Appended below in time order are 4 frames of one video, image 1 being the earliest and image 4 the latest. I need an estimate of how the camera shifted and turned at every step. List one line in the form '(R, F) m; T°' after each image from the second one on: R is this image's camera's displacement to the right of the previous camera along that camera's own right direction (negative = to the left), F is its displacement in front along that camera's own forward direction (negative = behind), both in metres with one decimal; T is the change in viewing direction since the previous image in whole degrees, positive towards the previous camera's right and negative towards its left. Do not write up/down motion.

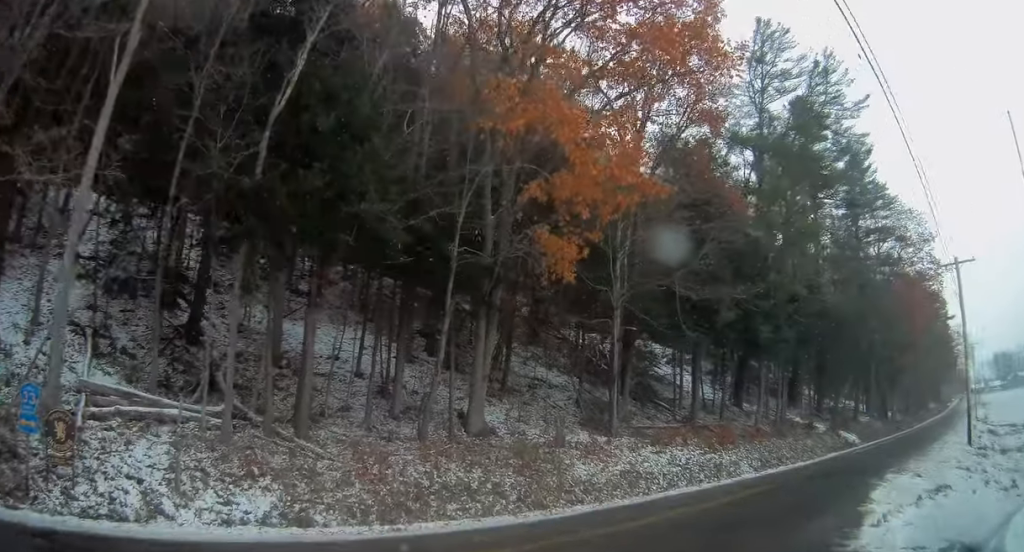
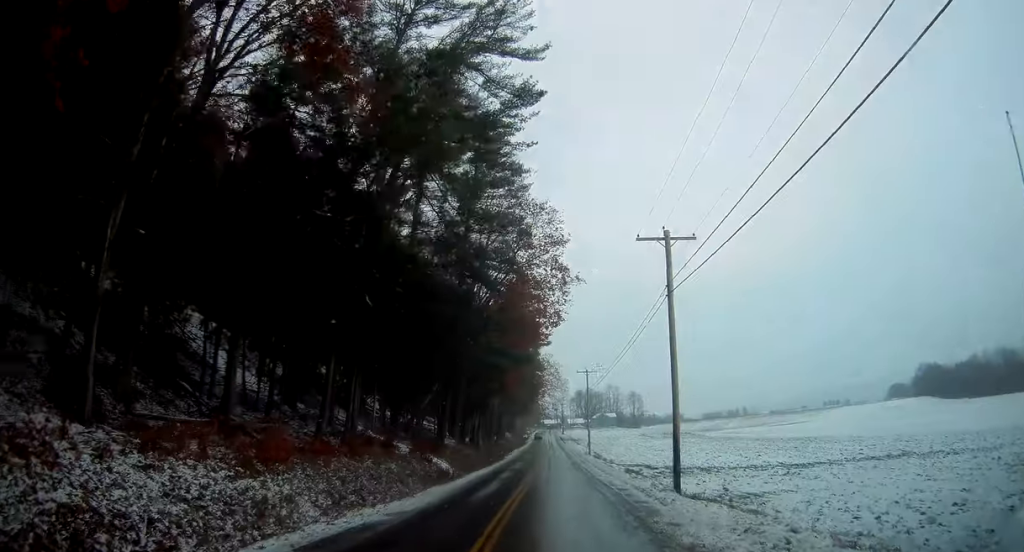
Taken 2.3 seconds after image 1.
(+4.8, +11.5) m; +40°
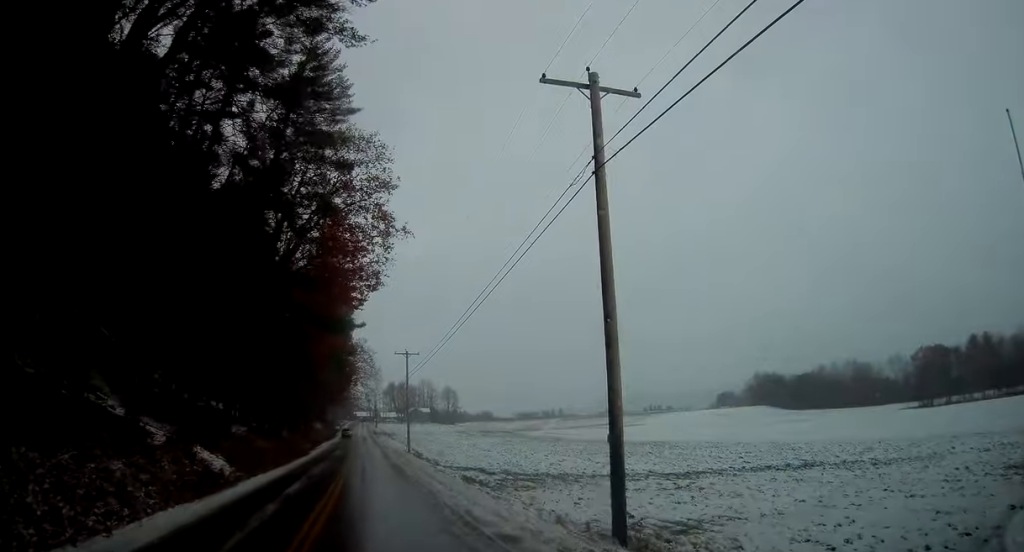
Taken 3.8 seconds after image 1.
(+1.5, +12.6) m; +8°
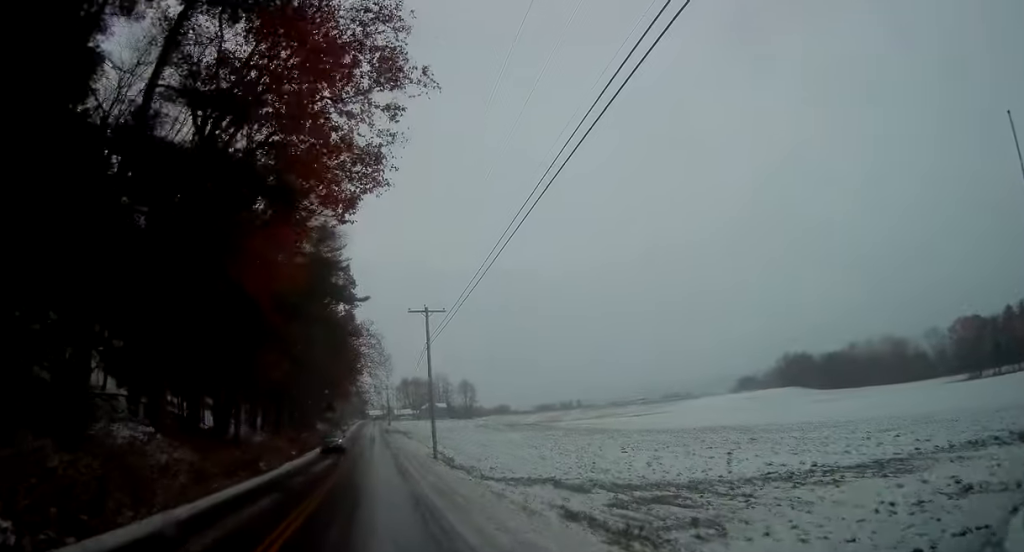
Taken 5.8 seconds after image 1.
(-0.5, +20.7) m; -5°
